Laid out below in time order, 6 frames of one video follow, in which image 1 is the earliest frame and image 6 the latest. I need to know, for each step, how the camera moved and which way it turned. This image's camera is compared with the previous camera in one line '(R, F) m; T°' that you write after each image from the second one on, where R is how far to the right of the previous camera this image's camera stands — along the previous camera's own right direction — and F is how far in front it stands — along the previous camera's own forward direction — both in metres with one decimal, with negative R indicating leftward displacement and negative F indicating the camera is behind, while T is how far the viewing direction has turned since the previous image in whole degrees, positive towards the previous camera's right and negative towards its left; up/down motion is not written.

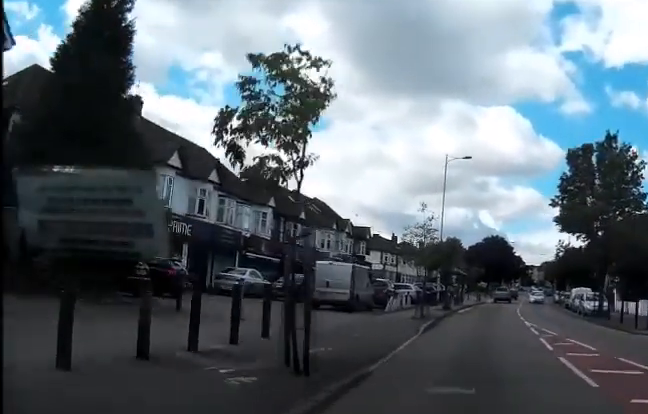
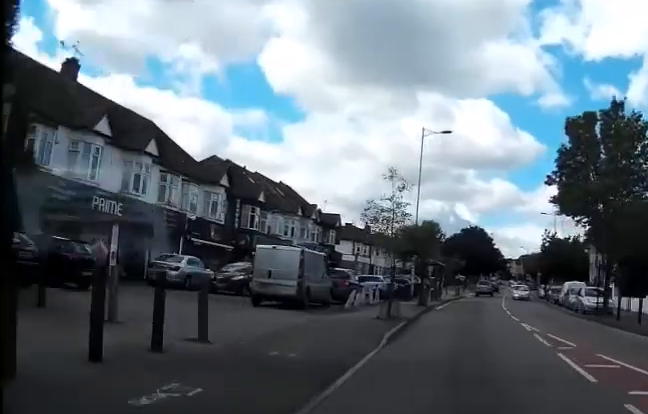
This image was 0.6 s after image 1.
(+0.1, +5.3) m; +1°
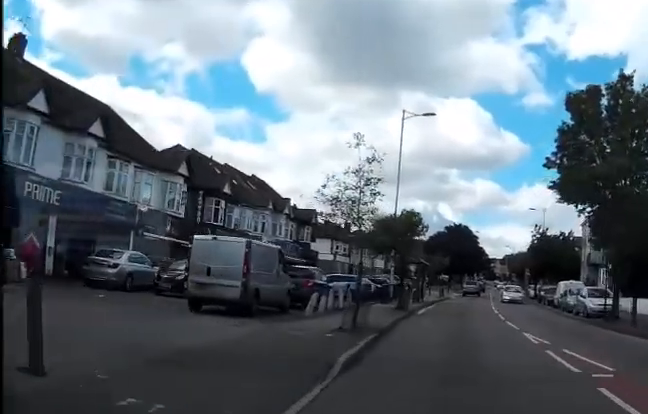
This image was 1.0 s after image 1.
(0.0, +3.5) m; +1°
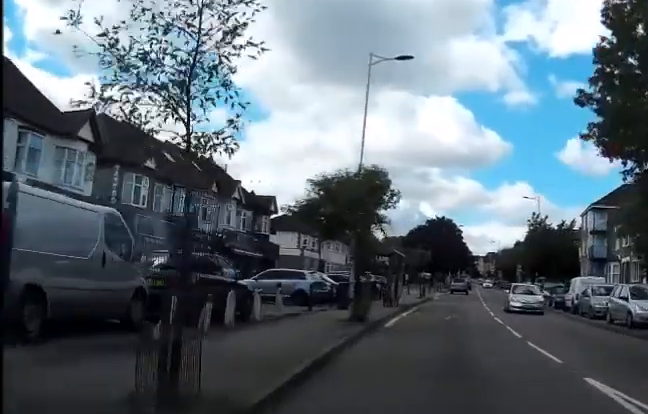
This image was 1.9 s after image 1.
(+0.1, +8.8) m; +2°
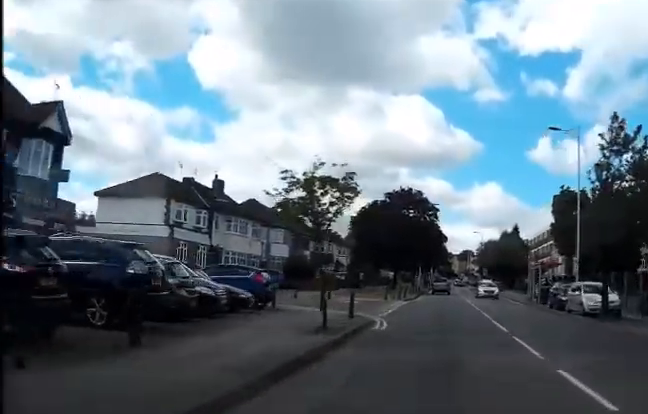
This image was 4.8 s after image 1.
(+0.8, +29.8) m; +2°
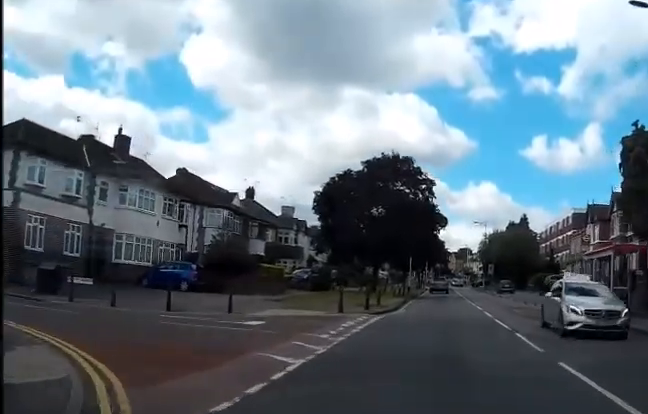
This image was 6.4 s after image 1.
(+0.1, +17.7) m; +1°
